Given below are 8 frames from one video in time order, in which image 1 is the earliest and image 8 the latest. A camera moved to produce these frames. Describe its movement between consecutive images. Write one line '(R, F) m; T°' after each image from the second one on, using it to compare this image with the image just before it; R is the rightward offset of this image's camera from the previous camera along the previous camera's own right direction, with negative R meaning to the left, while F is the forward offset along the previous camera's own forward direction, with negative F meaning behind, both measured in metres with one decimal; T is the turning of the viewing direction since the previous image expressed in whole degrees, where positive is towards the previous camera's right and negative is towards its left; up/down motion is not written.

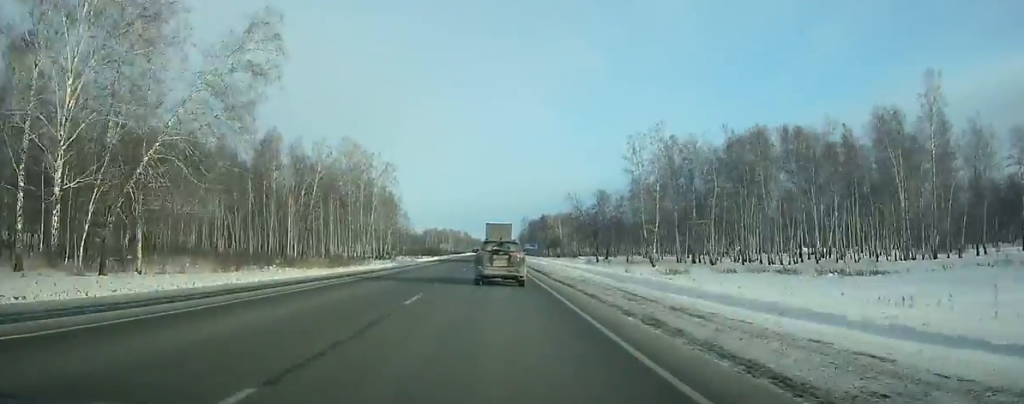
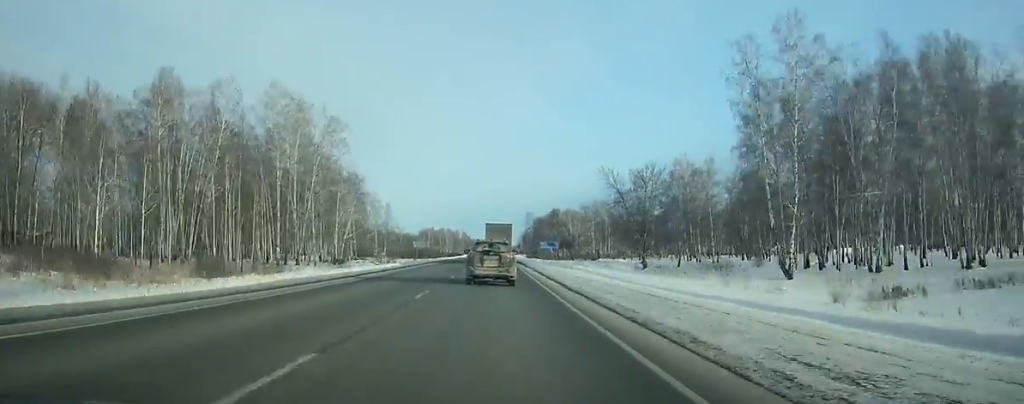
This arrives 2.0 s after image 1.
(+0.1, +45.3) m; 0°
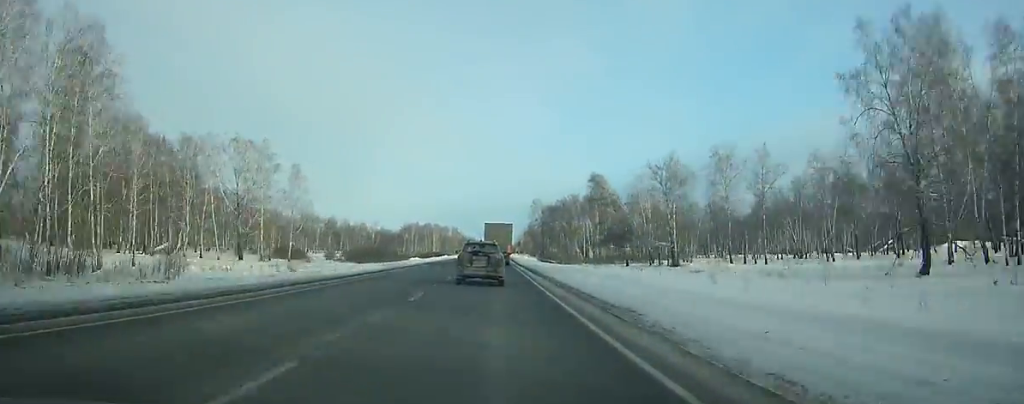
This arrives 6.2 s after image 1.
(+0.1, +96.2) m; 0°
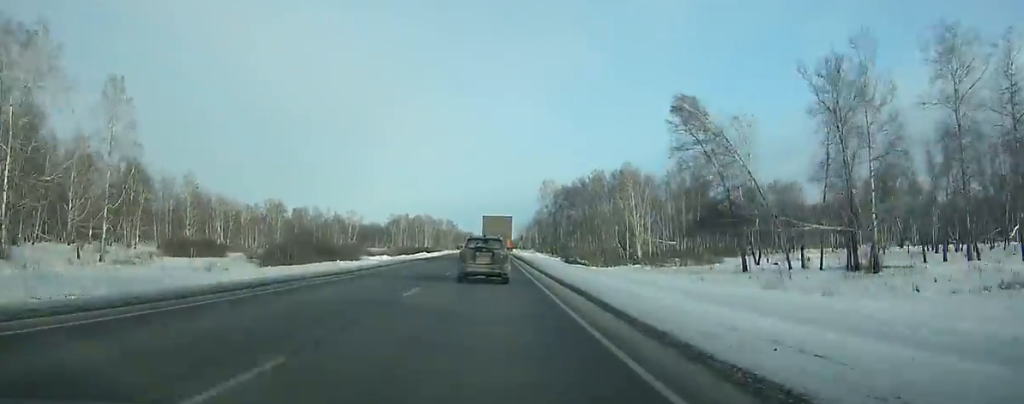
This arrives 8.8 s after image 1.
(-0.3, +59.4) m; 0°
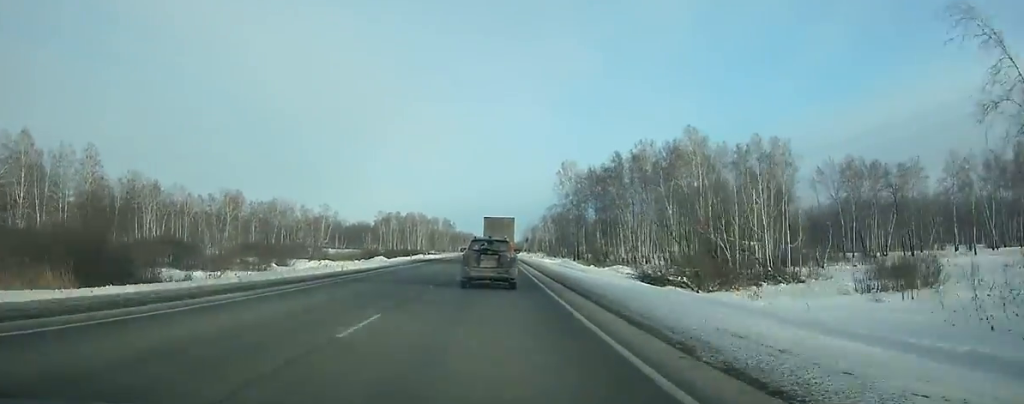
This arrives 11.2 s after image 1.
(-0.1, +54.3) m; 0°
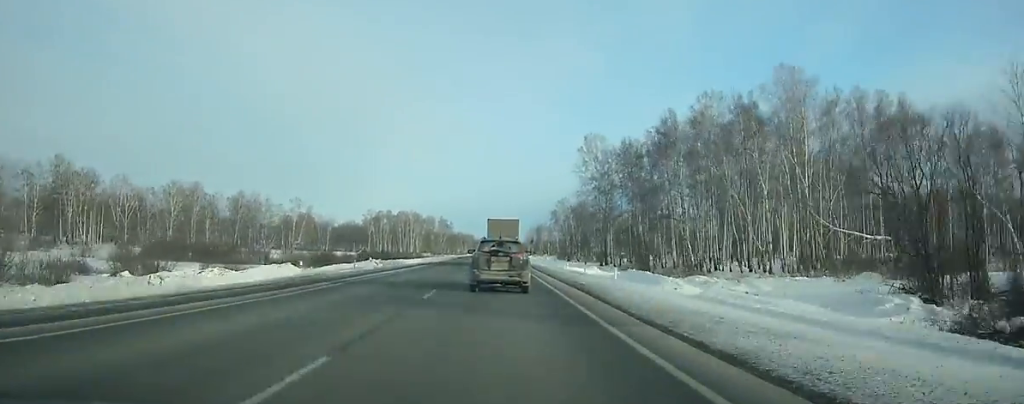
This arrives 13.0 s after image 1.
(0.0, +40.4) m; 0°
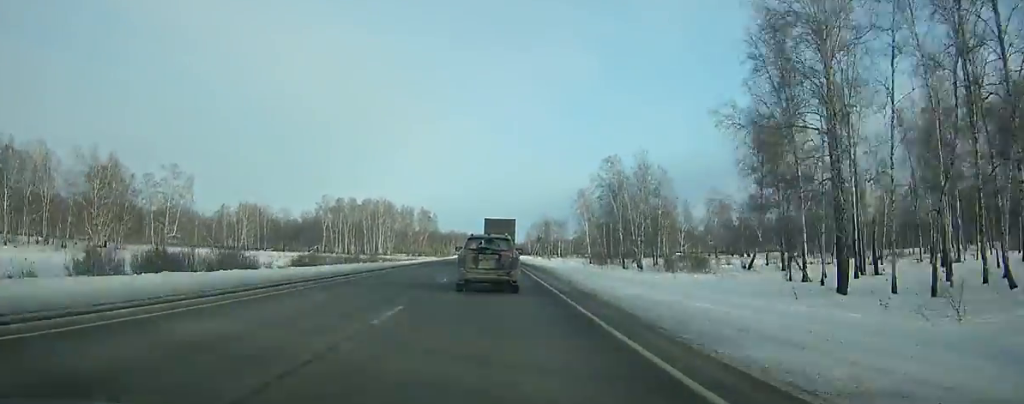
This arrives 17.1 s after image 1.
(+0.3, +90.2) m; 0°
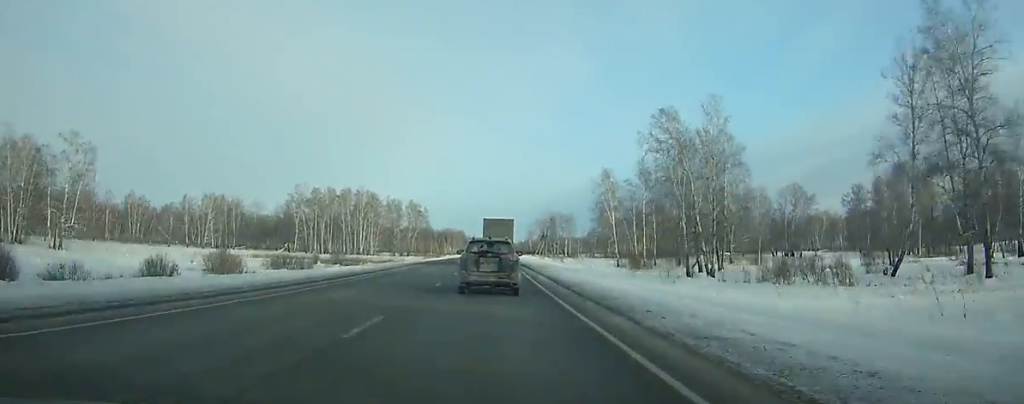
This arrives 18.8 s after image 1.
(+0.1, +37.1) m; 0°
